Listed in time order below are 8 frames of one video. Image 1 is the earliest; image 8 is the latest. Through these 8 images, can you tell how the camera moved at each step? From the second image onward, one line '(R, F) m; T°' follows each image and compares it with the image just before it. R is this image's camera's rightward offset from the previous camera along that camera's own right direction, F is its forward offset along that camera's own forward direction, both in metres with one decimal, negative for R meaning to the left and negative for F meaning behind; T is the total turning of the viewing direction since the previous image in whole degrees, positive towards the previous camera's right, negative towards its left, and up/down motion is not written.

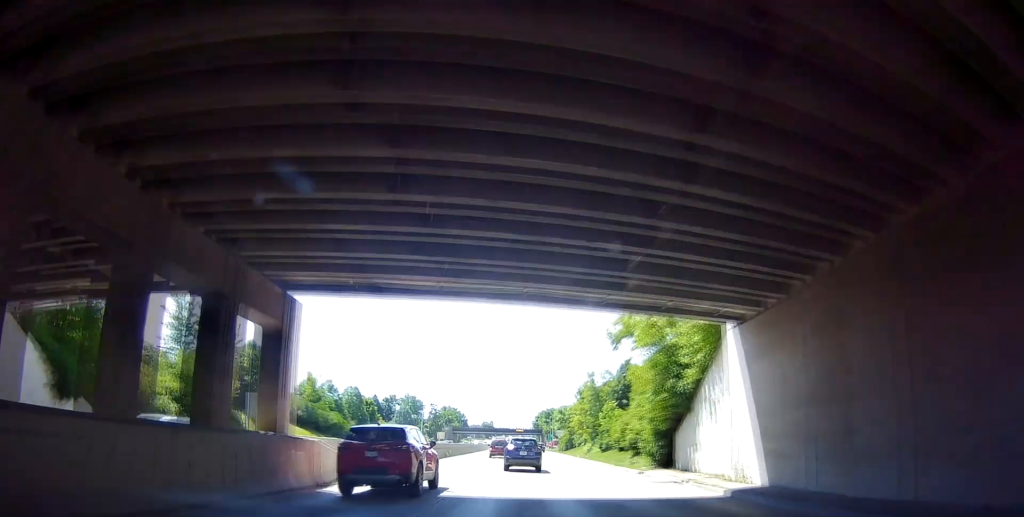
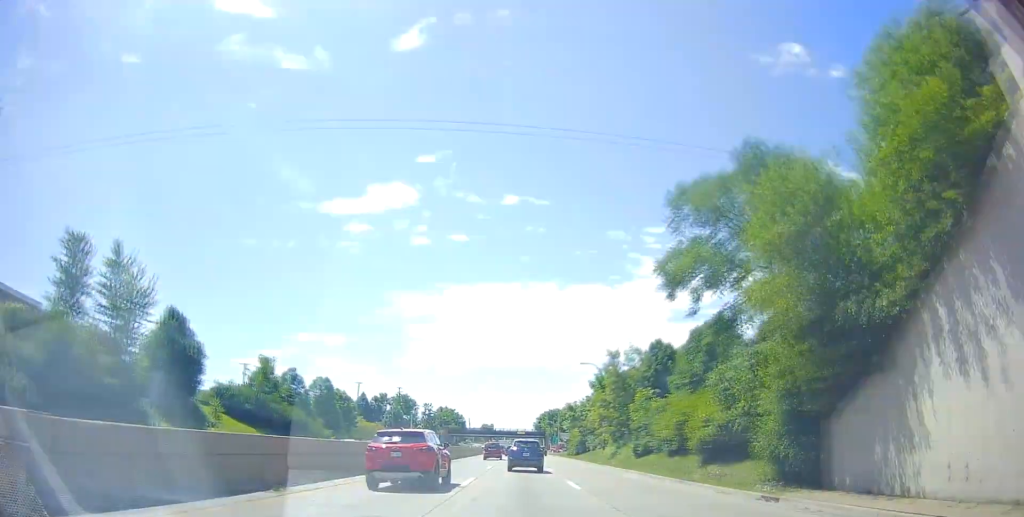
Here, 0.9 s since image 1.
(+0.3, +15.4) m; -2°
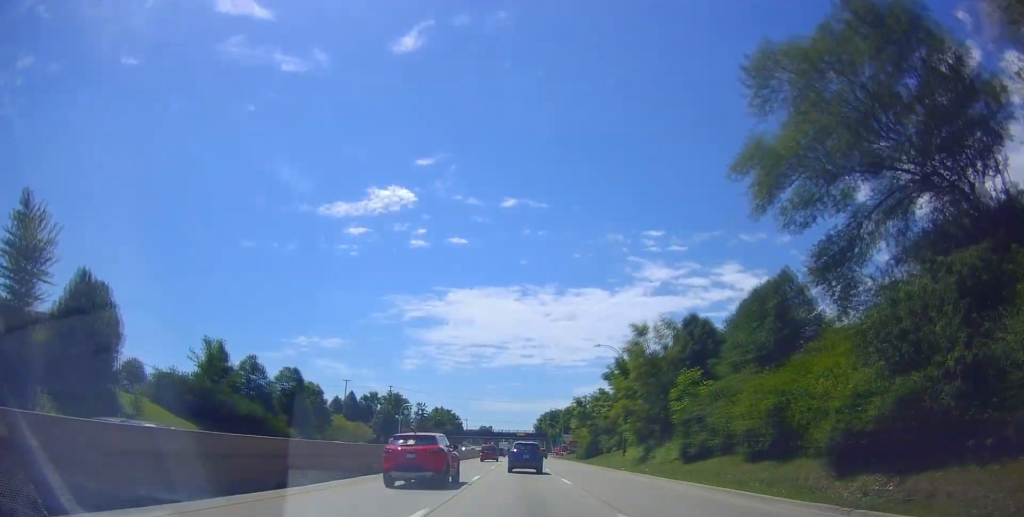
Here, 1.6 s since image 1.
(-0.4, +11.4) m; -2°
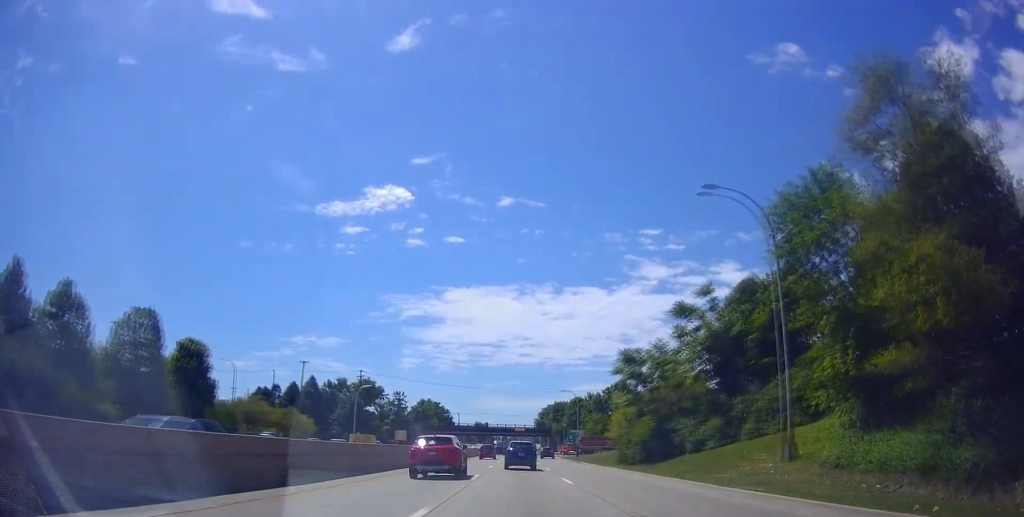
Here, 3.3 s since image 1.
(-0.4, +29.9) m; 0°
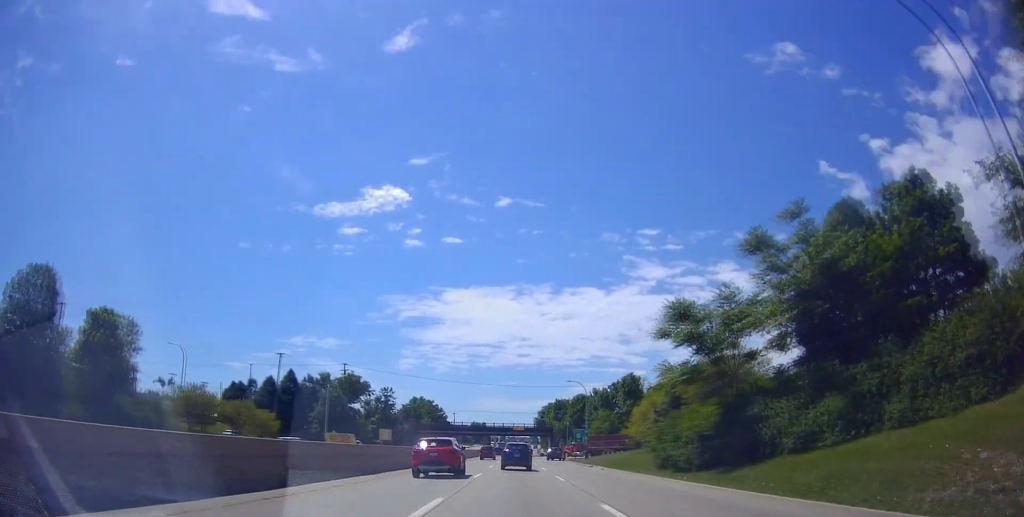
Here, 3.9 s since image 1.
(-0.1, +12.0) m; +1°
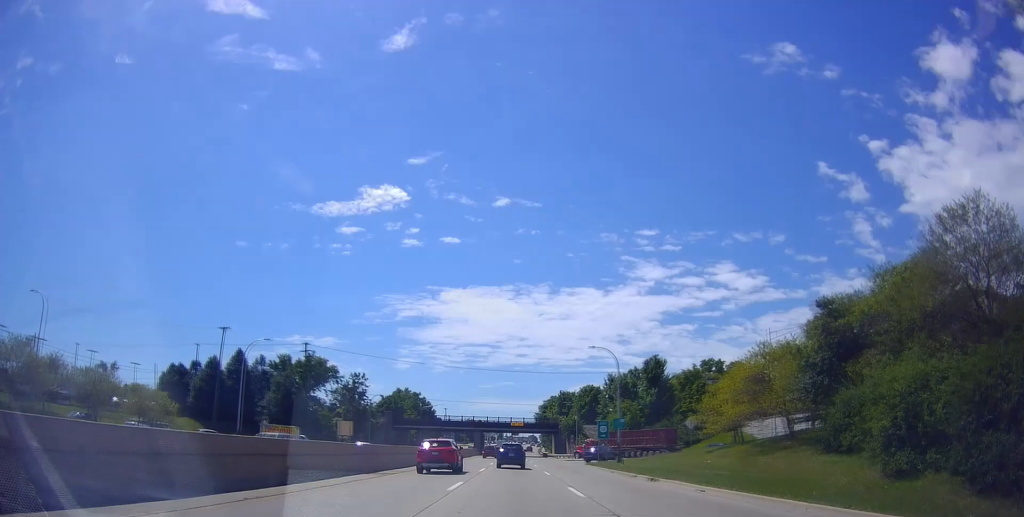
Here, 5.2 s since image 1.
(+0.4, +23.0) m; +1°
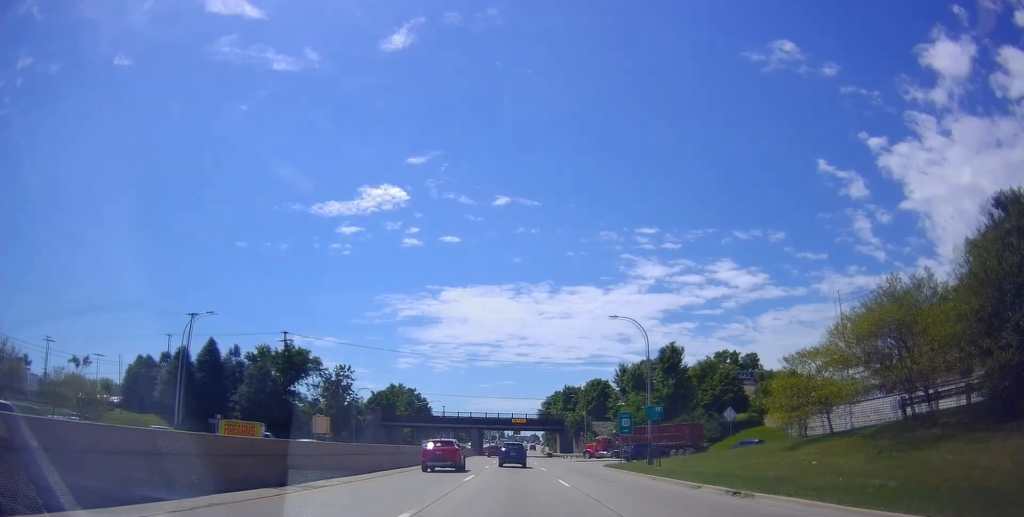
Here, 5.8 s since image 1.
(-0.2, +10.4) m; -1°
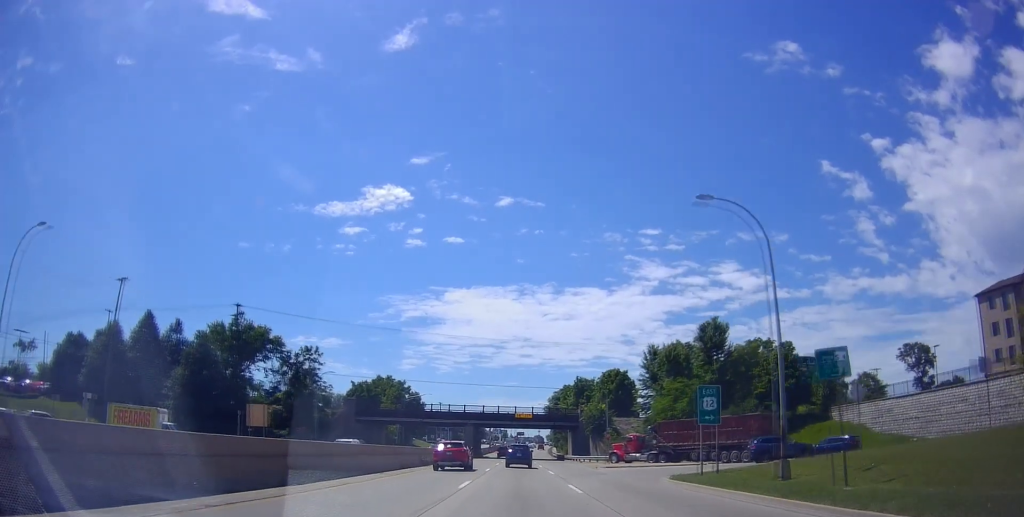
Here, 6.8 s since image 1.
(-0.2, +18.4) m; 0°
